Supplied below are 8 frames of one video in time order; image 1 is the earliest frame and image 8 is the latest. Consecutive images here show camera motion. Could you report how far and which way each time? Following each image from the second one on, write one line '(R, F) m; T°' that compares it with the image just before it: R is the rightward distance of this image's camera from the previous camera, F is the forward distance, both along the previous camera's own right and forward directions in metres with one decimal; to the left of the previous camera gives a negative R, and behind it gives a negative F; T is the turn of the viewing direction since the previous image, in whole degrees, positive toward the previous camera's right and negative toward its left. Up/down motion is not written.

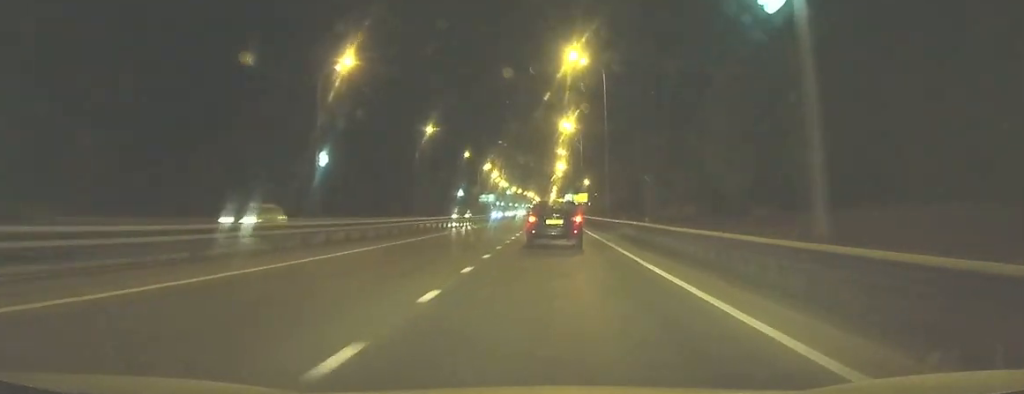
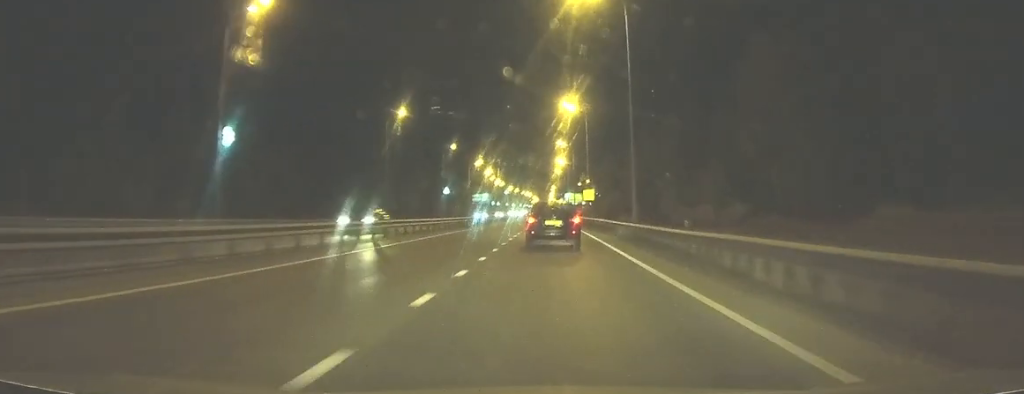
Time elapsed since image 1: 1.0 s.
(0.0, +16.5) m; 0°
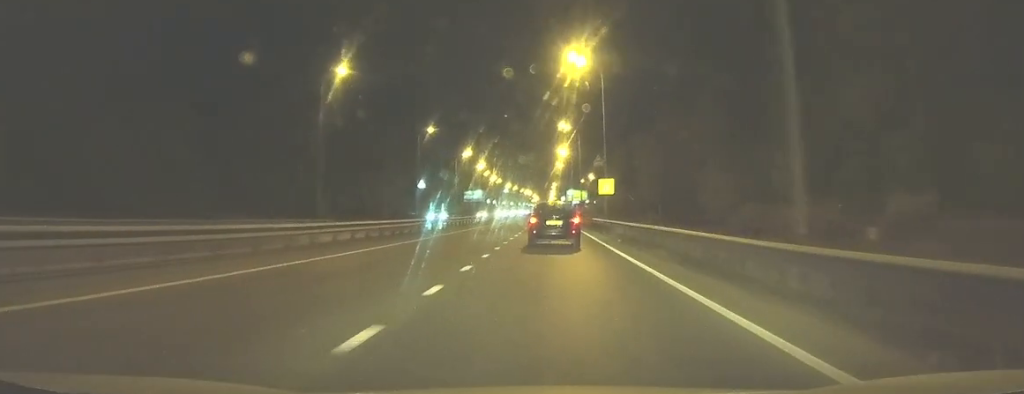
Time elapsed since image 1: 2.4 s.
(+0.1, +22.9) m; 0°
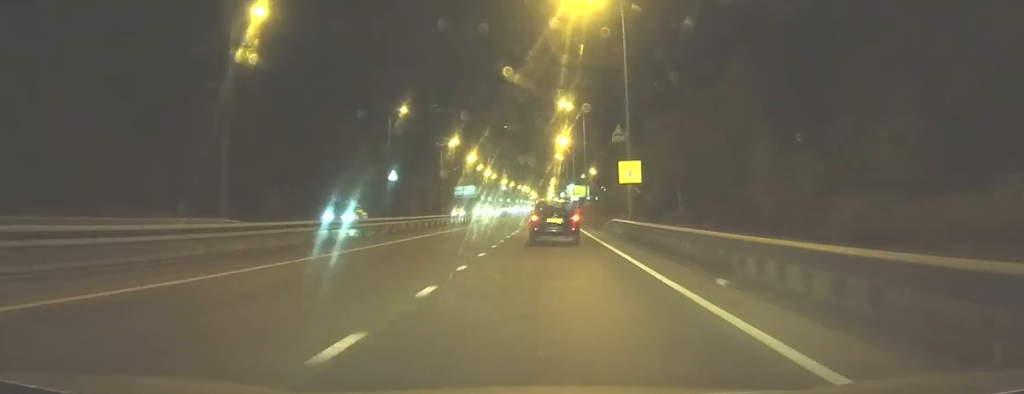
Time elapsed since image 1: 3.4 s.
(-0.2, +16.1) m; -1°
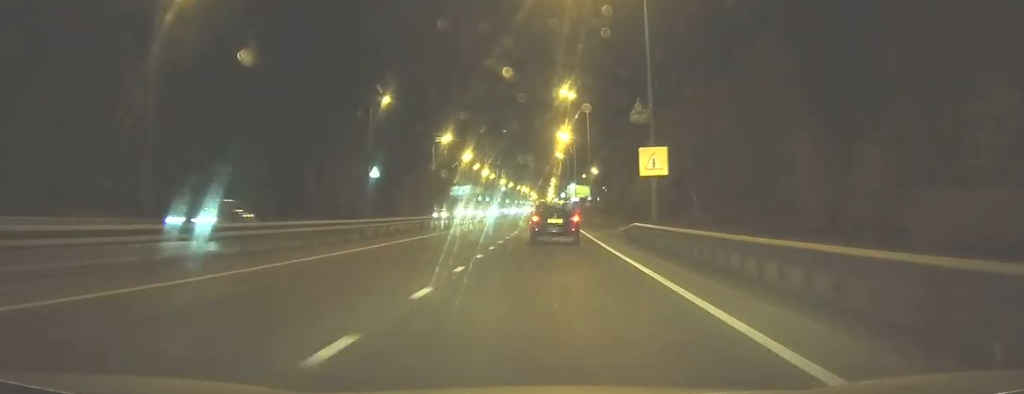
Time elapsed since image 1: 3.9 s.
(0.0, +8.0) m; 0°
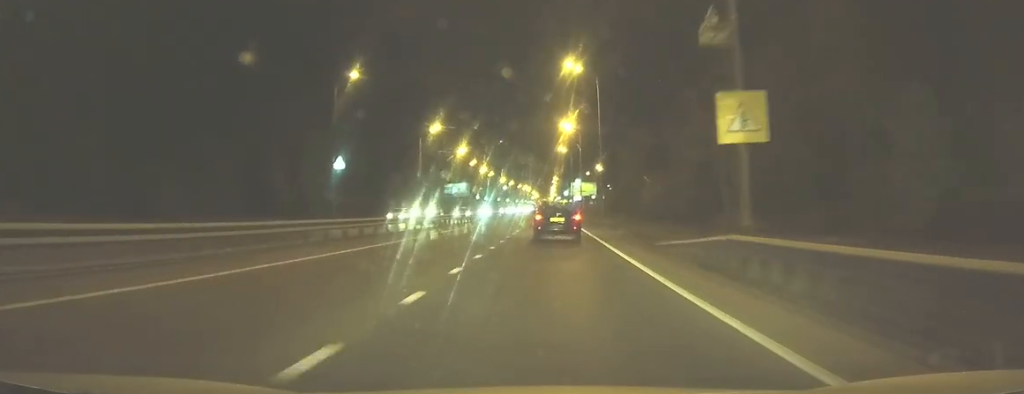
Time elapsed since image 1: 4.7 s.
(0.0, +12.3) m; +1°
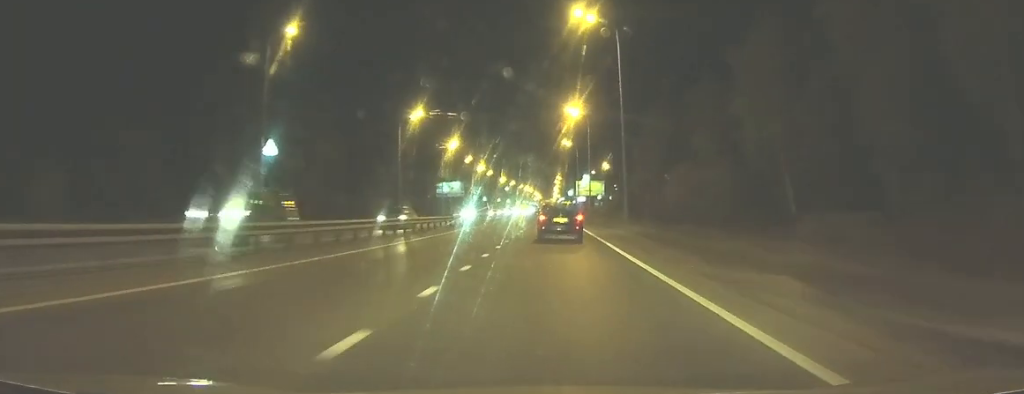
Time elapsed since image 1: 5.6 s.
(+0.1, +15.0) m; 0°
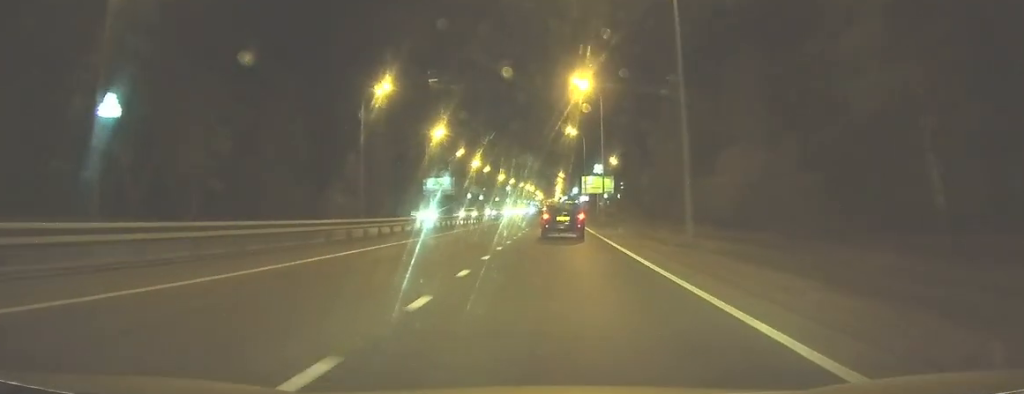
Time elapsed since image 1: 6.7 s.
(-0.1, +17.1) m; -1°
